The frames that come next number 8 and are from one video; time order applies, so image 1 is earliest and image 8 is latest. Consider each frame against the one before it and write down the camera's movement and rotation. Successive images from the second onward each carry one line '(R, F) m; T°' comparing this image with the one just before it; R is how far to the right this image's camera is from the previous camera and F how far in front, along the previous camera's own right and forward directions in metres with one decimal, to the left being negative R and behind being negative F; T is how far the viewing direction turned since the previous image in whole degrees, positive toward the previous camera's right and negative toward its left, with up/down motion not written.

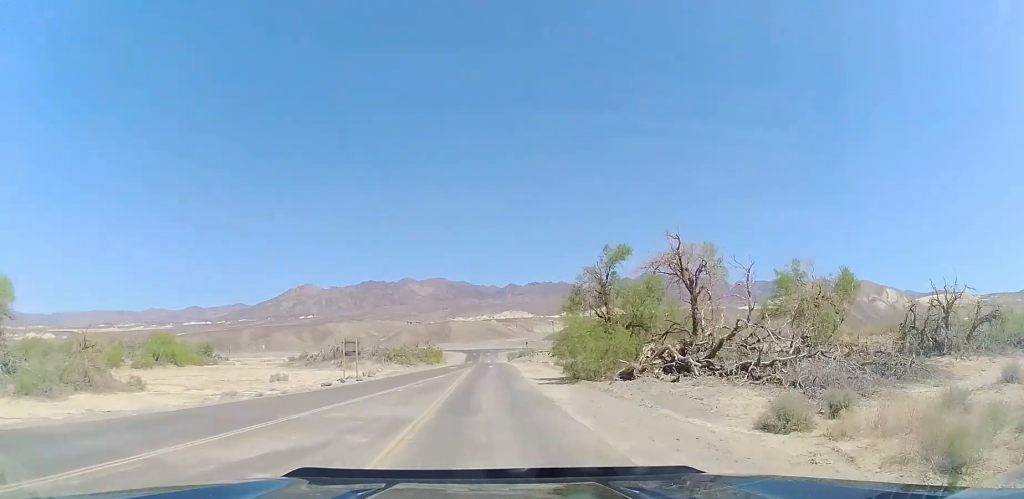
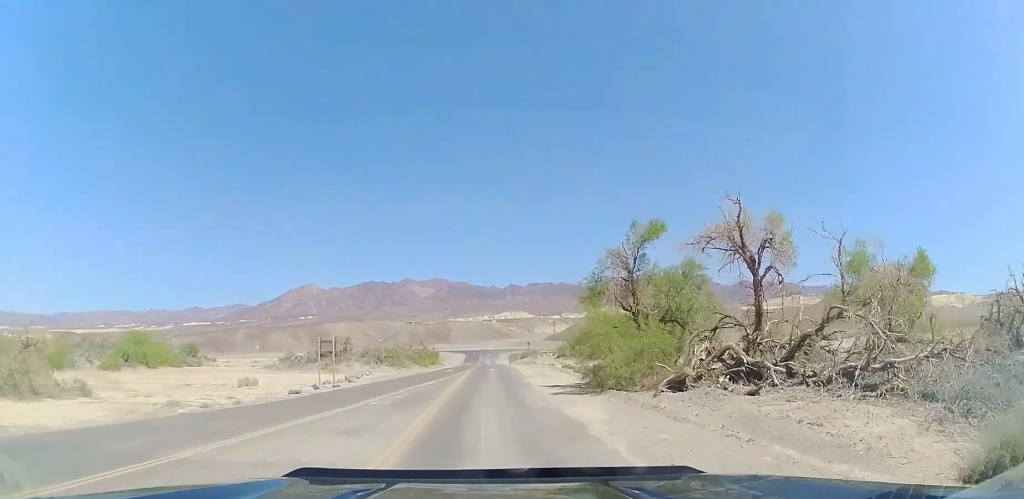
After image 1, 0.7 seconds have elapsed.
(+0.1, +5.4) m; -2°
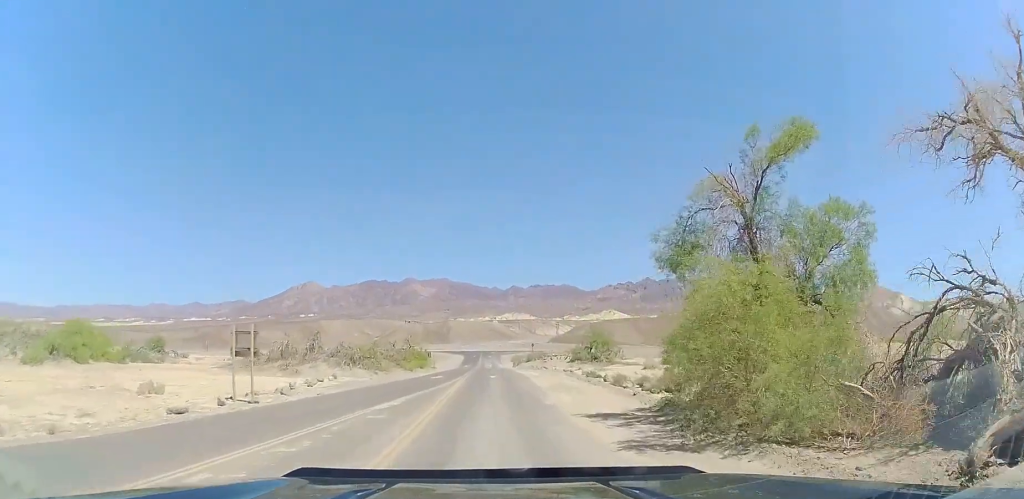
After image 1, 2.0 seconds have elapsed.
(-0.4, +10.8) m; 0°
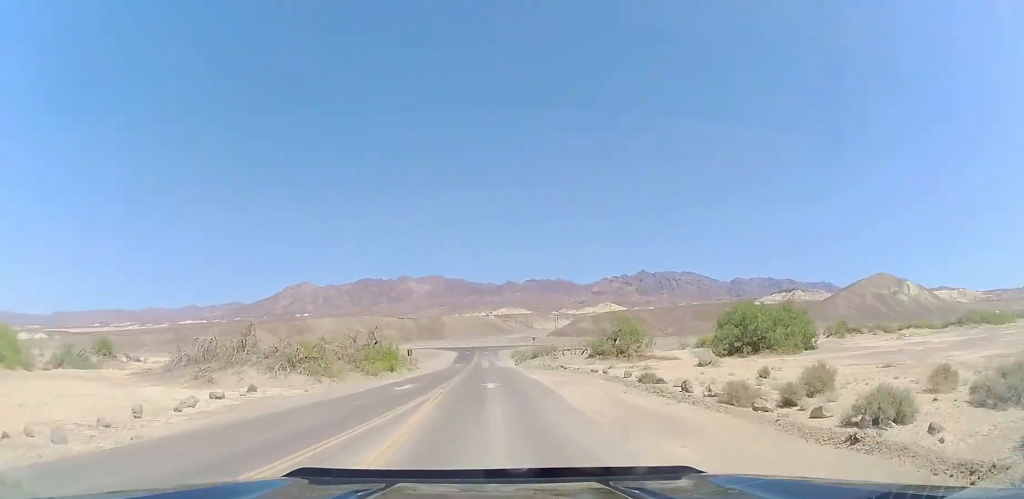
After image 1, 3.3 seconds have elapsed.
(+0.3, +12.7) m; 0°
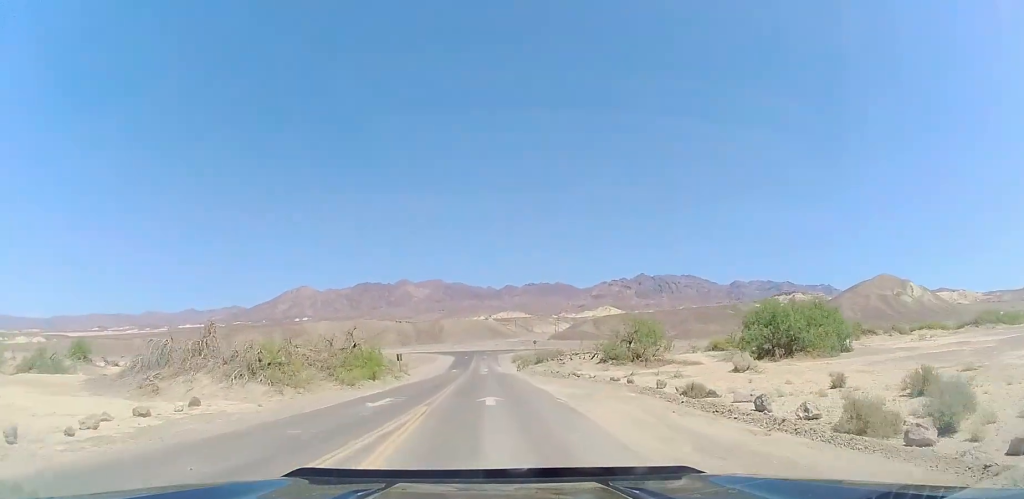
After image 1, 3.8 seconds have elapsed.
(0.0, +5.2) m; -1°
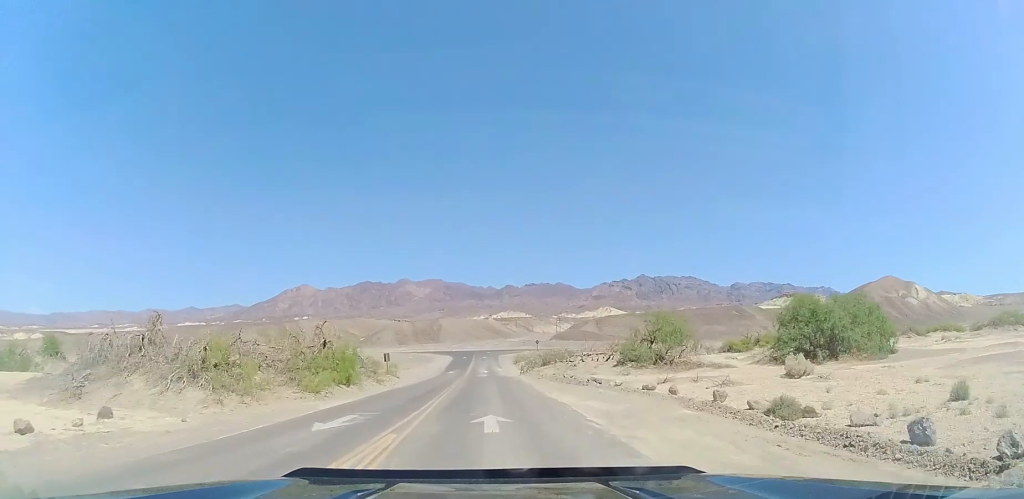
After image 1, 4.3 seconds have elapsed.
(-0.1, +5.4) m; 0°
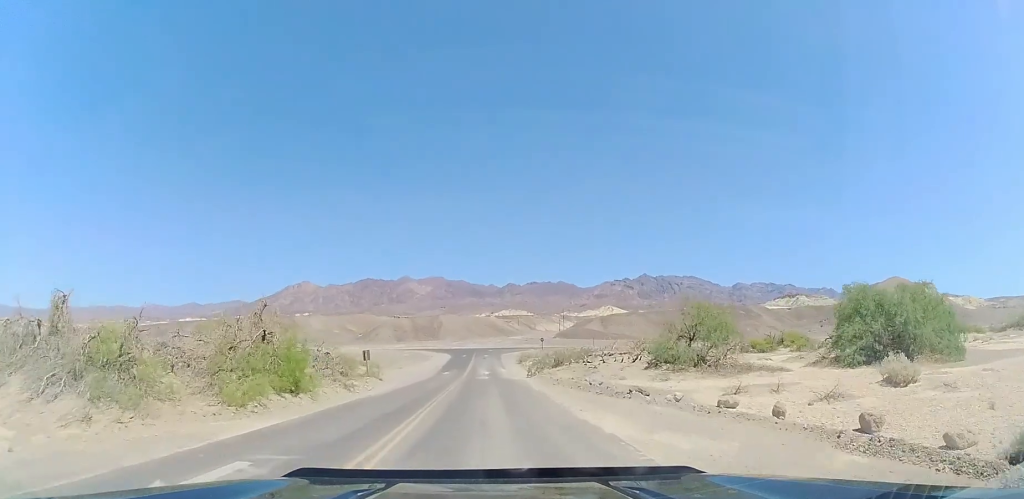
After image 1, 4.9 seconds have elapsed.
(0.0, +6.8) m; 0°
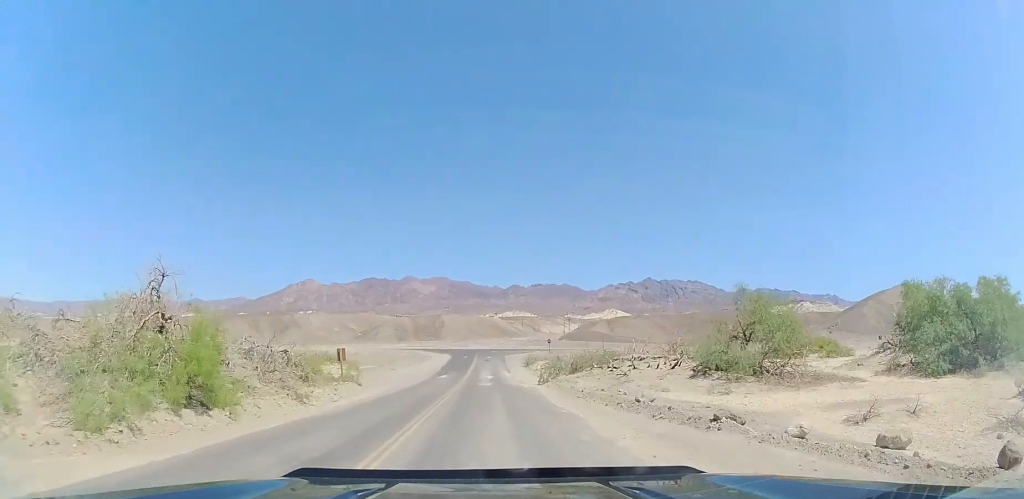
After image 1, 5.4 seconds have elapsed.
(0.0, +6.3) m; 0°
